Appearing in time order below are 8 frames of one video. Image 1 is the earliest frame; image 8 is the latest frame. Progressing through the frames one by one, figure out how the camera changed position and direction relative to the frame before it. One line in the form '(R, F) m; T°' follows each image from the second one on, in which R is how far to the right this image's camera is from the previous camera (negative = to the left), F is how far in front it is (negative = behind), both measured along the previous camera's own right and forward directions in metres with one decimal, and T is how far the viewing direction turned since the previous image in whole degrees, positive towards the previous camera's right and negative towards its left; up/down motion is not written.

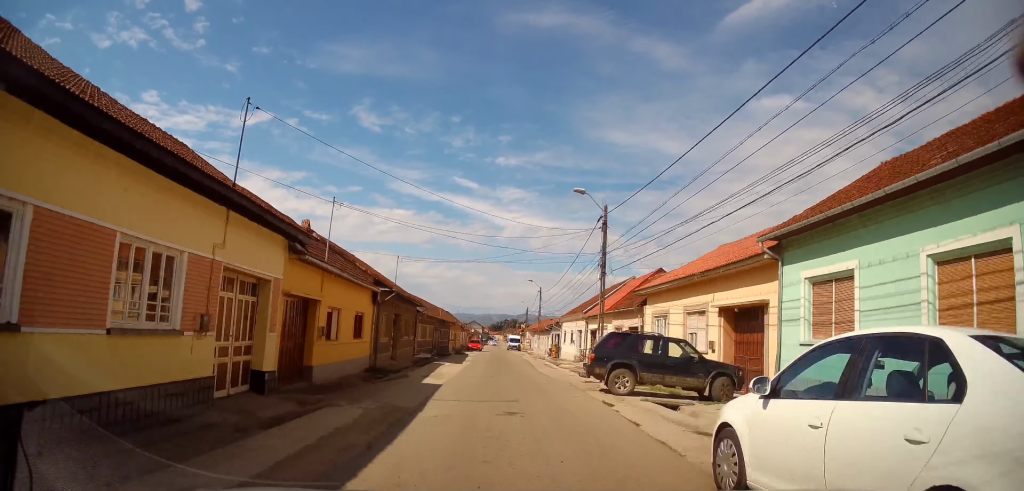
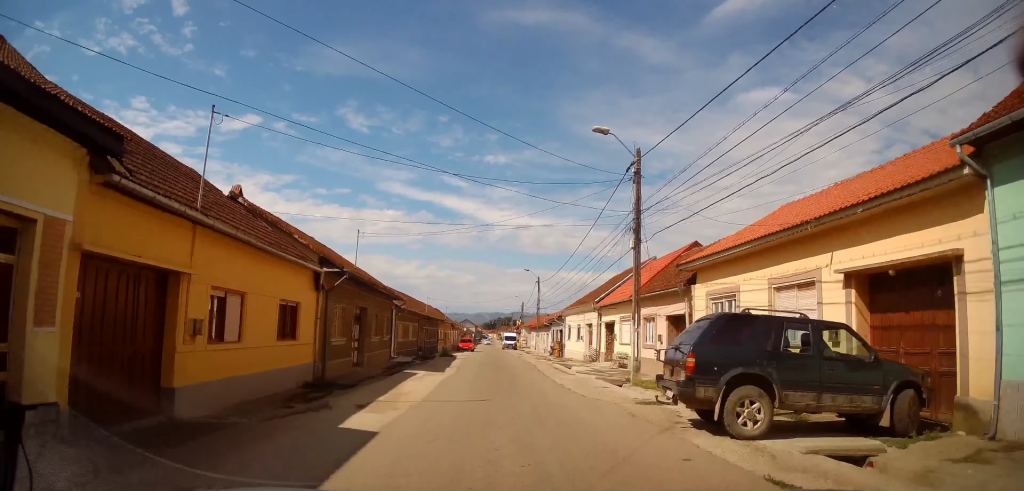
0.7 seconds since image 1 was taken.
(-0.1, +7.2) m; +1°
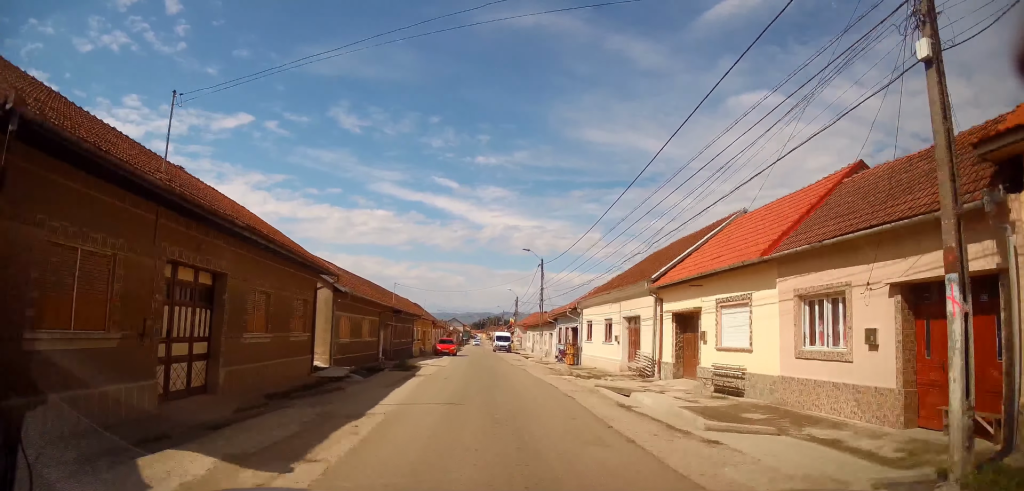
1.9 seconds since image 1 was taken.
(+0.5, +14.1) m; +1°
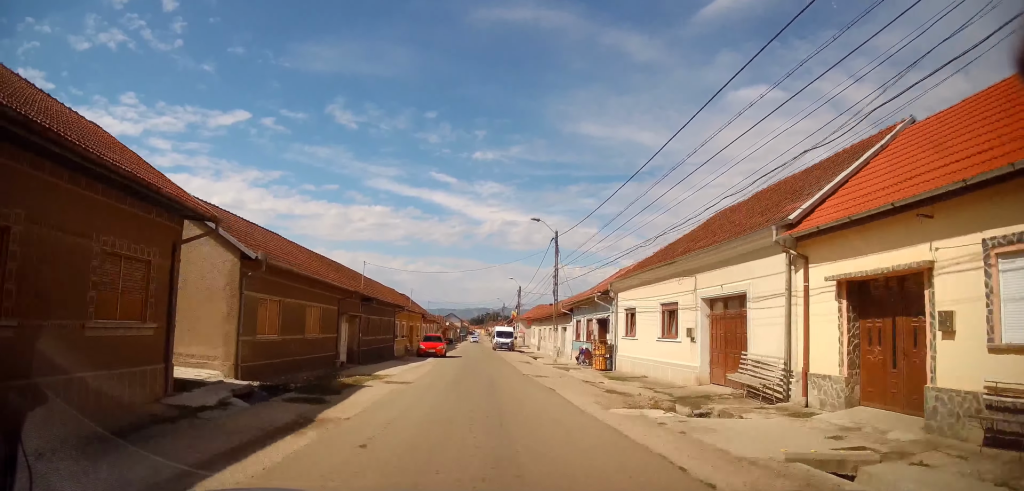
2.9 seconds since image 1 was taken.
(-0.1, +10.3) m; -1°
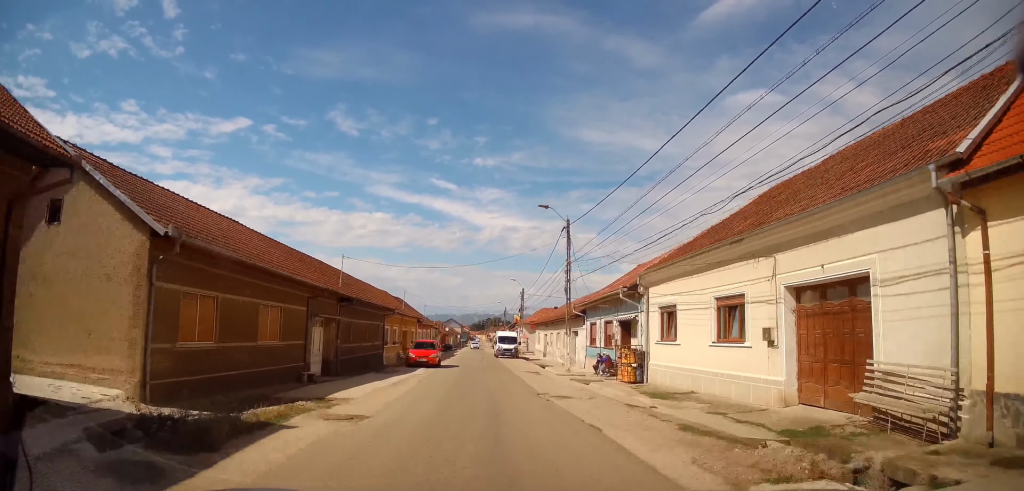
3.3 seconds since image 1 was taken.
(0.0, +5.1) m; 0°
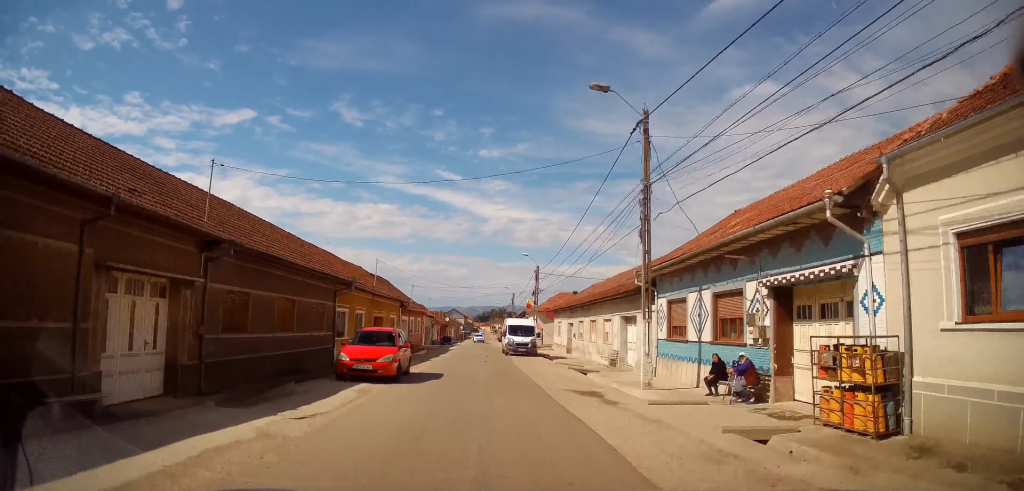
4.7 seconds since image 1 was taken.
(0.0, +14.2) m; +1°
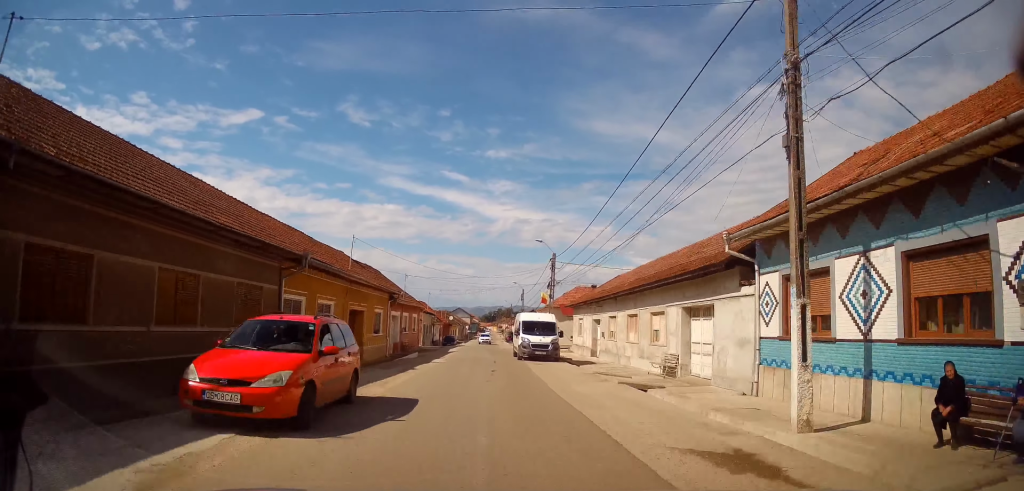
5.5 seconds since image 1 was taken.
(+0.1, +7.5) m; 0°
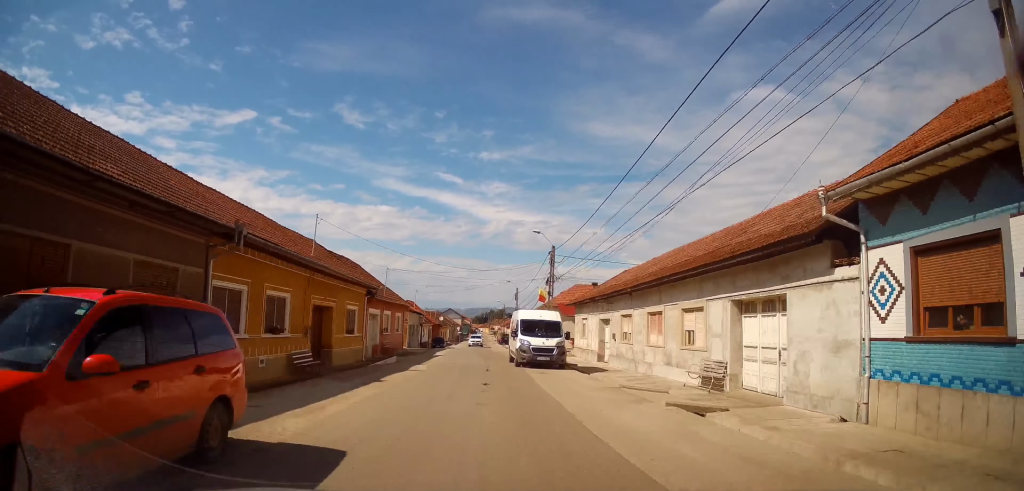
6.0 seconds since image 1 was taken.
(-0.1, +4.2) m; +1°
